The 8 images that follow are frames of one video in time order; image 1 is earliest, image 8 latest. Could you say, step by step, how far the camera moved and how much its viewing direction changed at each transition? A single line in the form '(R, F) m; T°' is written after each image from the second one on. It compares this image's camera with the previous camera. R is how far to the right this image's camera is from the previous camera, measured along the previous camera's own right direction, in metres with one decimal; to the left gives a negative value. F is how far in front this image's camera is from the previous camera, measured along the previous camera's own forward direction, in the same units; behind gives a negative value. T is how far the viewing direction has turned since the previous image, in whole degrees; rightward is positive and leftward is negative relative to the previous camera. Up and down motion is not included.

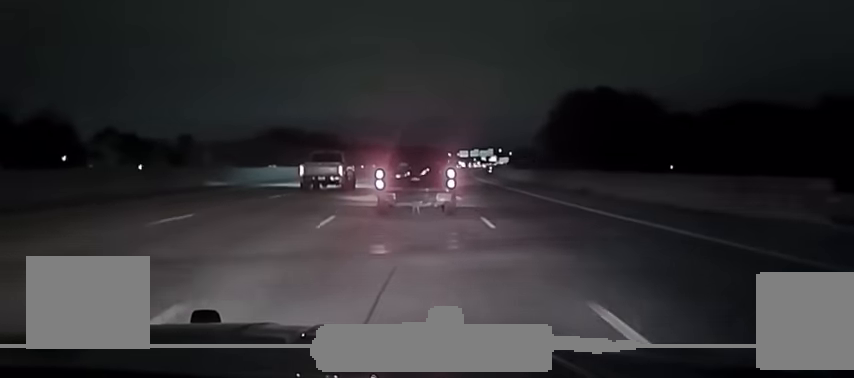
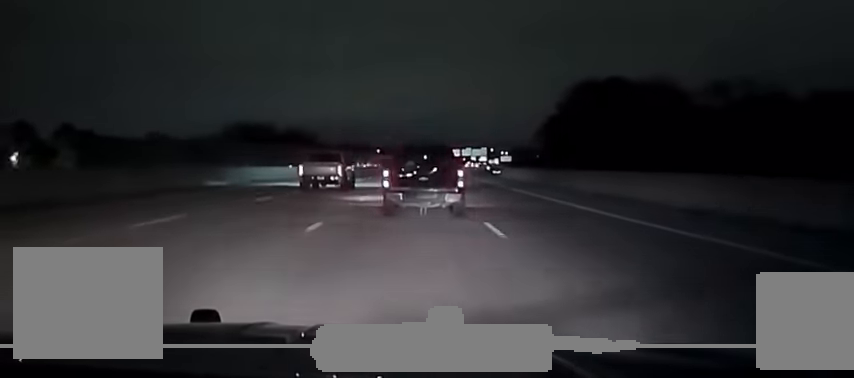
(0.0, +25.1) m; +1°
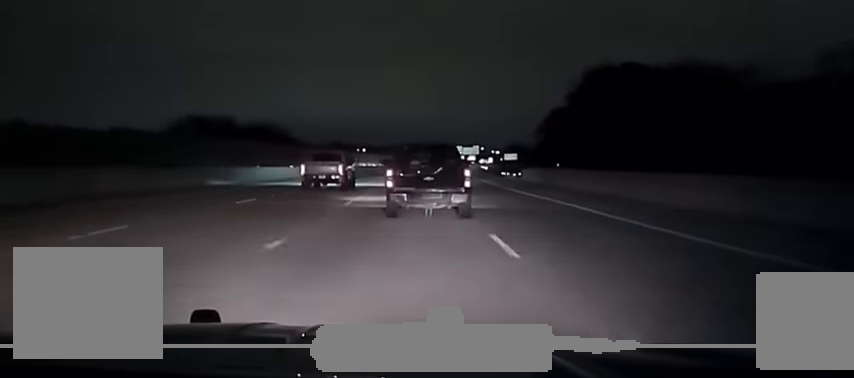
(+0.5, +26.9) m; +1°
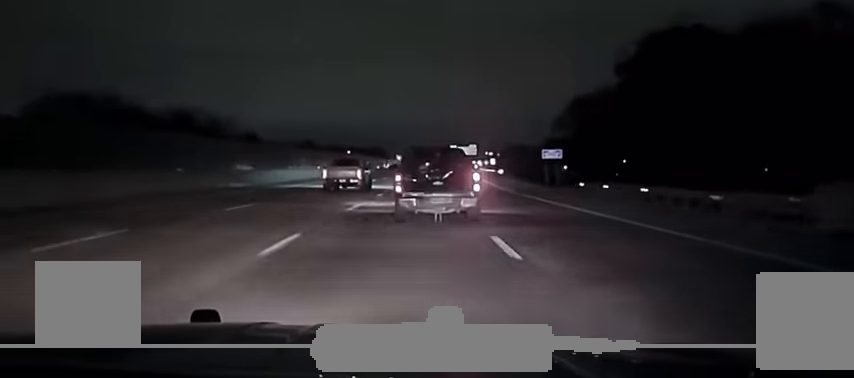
(+1.1, +49.1) m; +2°
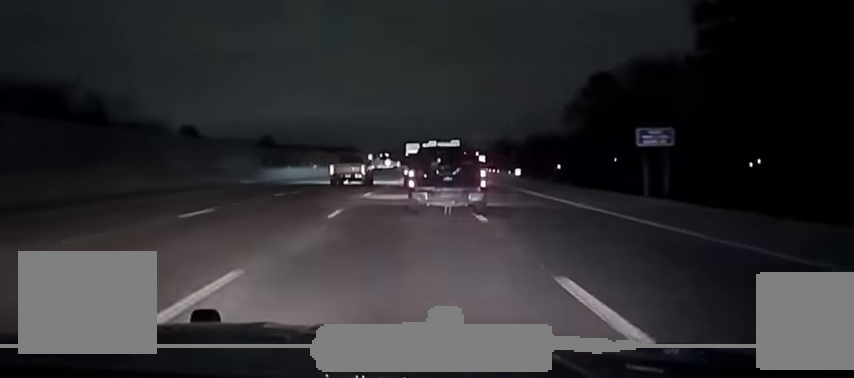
(-0.1, +42.3) m; +1°
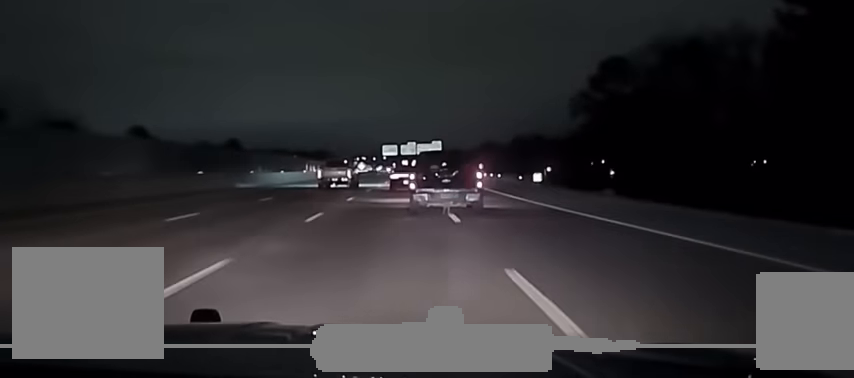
(+0.2, +23.8) m; +2°
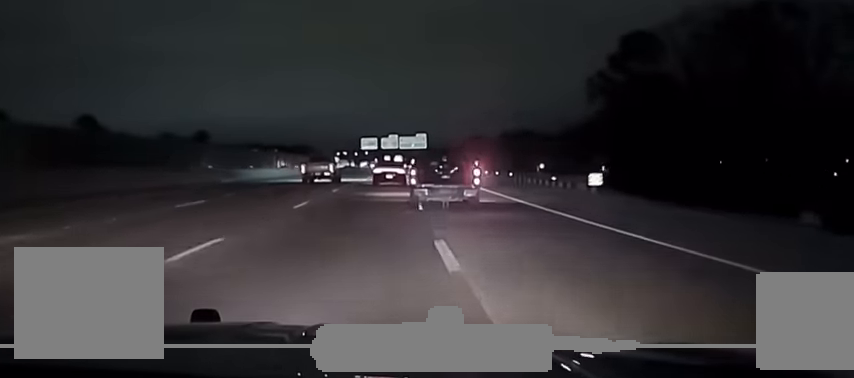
(+0.4, +20.7) m; +1°
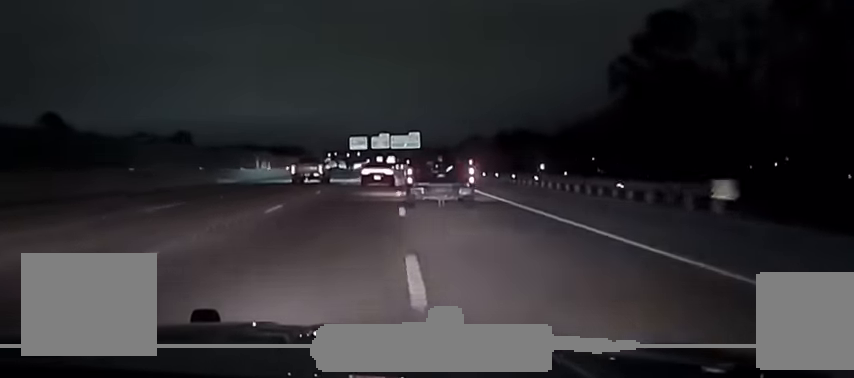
(0.0, +13.6) m; 0°
